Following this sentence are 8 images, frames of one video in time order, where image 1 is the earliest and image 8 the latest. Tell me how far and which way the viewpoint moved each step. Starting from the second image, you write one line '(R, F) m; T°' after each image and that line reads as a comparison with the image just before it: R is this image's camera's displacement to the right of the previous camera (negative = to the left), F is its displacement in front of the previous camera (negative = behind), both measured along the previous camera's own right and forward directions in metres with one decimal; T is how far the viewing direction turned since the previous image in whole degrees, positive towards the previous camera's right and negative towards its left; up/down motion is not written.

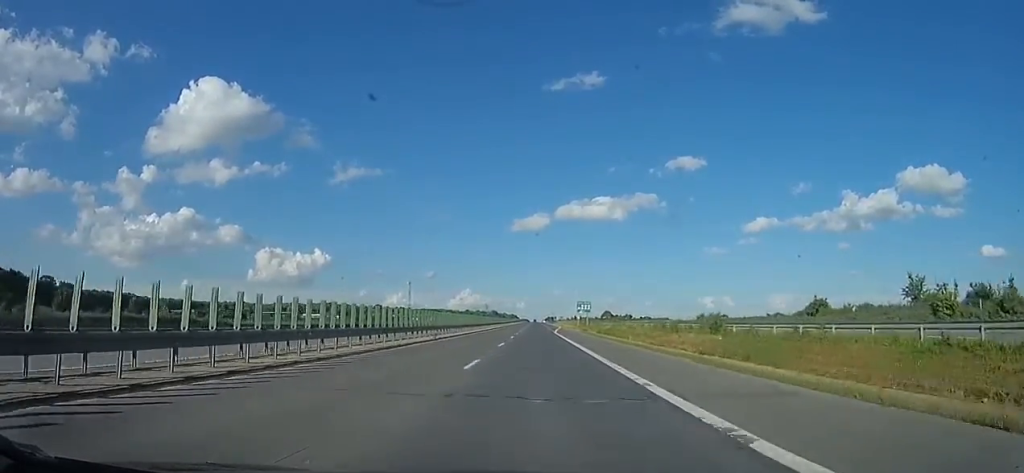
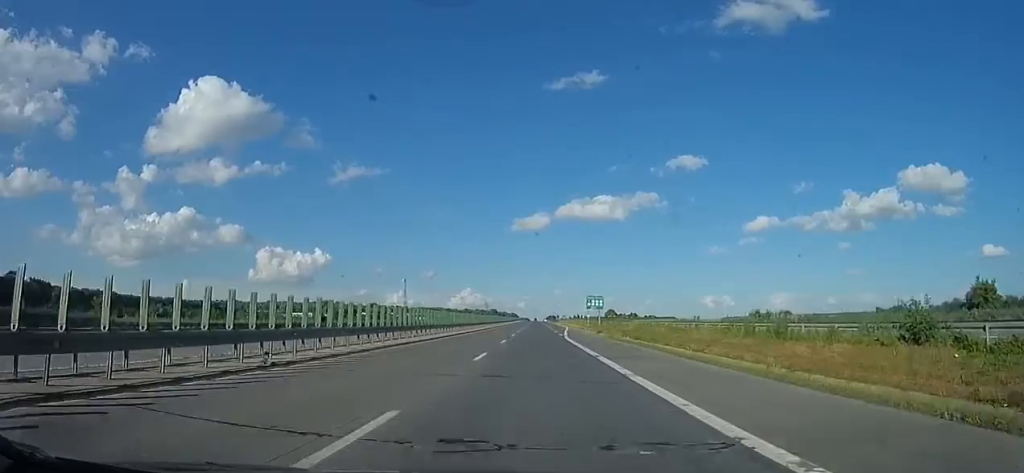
(0.0, +21.7) m; 0°
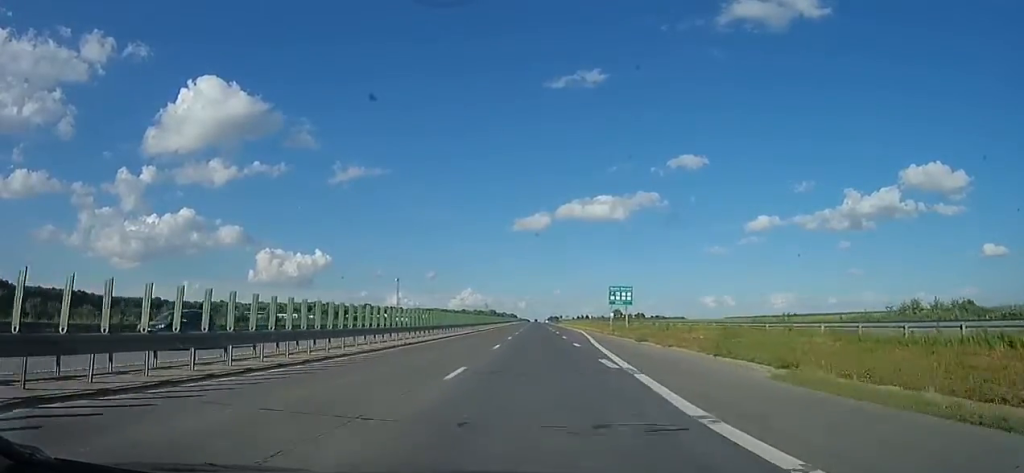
(0.0, +28.7) m; -1°
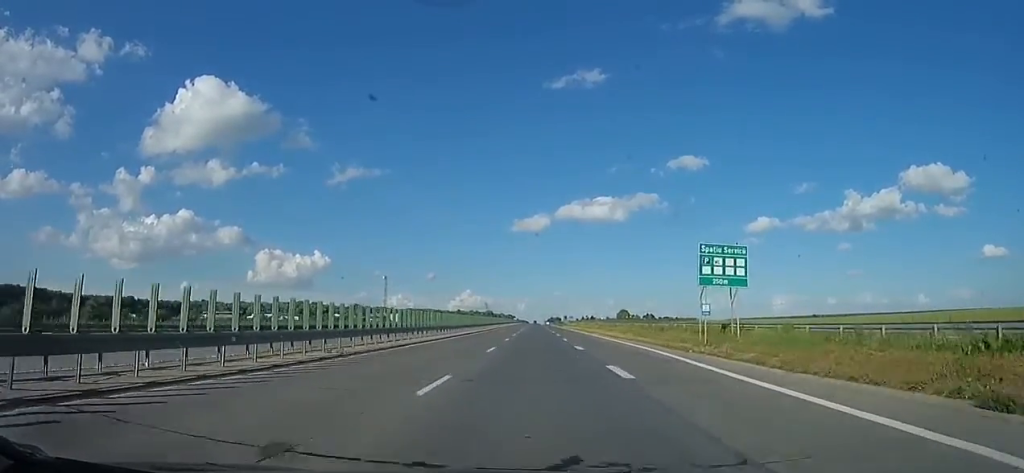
(-0.3, +37.3) m; 0°
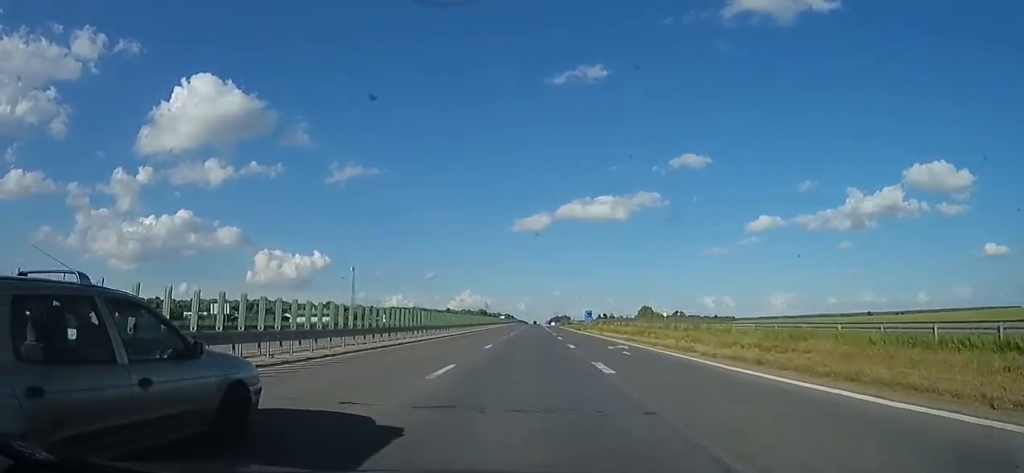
(+3.5, +80.8) m; +3°
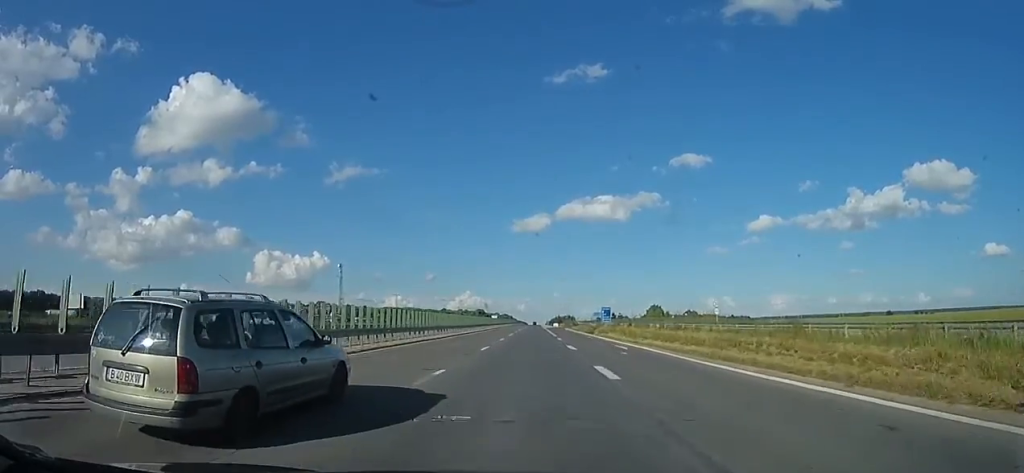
(-1.0, +24.7) m; -2°
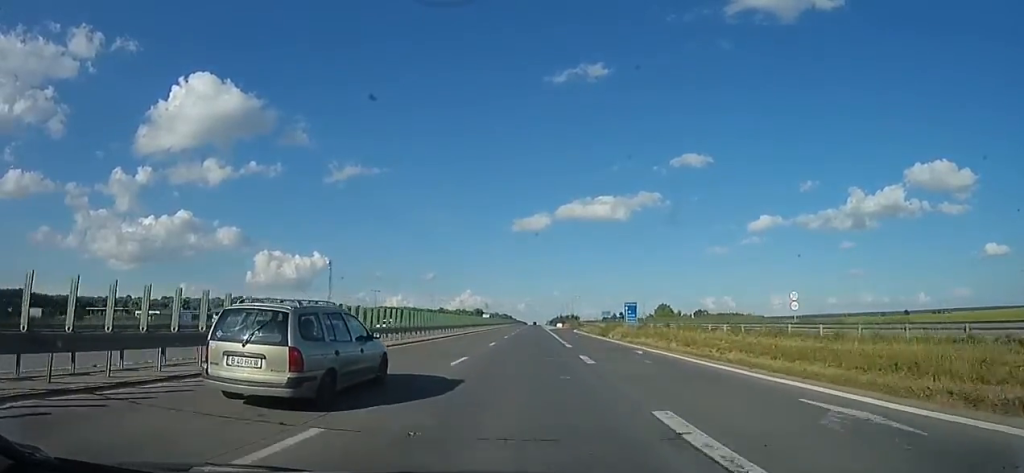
(-0.2, +19.1) m; -1°
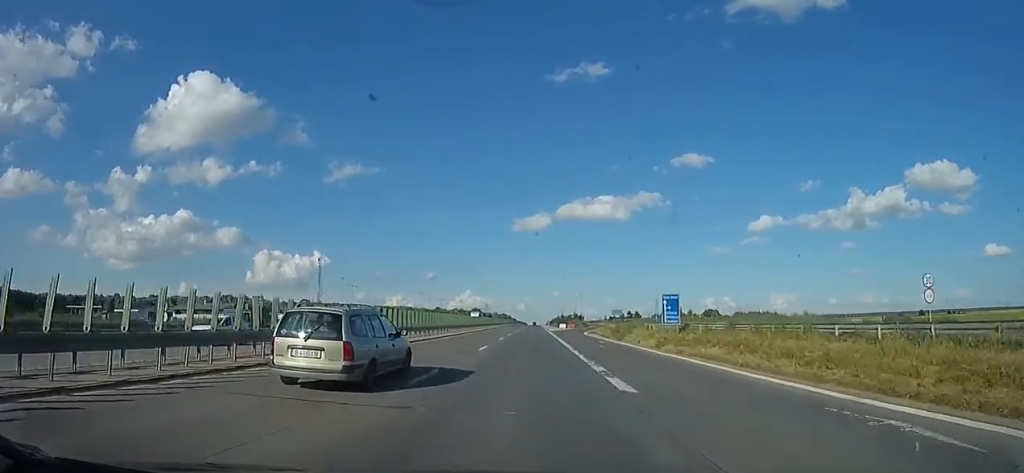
(0.0, +16.5) m; 0°
